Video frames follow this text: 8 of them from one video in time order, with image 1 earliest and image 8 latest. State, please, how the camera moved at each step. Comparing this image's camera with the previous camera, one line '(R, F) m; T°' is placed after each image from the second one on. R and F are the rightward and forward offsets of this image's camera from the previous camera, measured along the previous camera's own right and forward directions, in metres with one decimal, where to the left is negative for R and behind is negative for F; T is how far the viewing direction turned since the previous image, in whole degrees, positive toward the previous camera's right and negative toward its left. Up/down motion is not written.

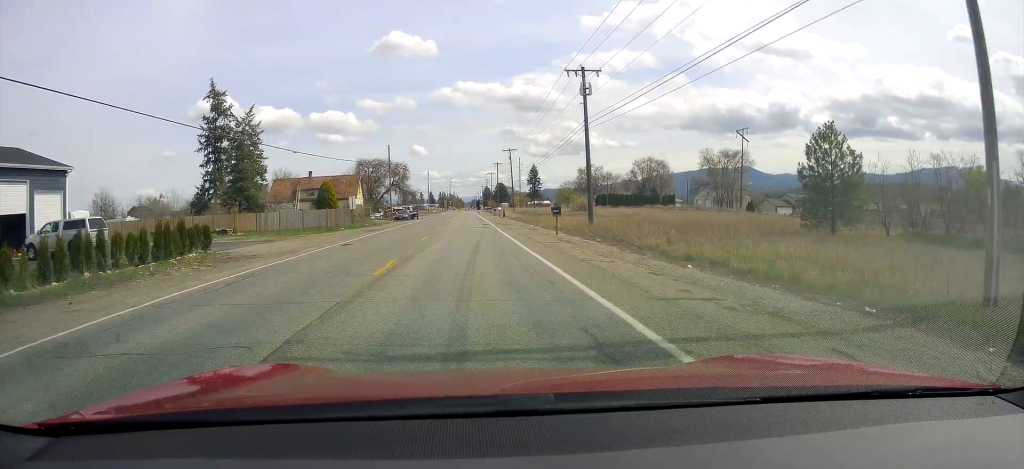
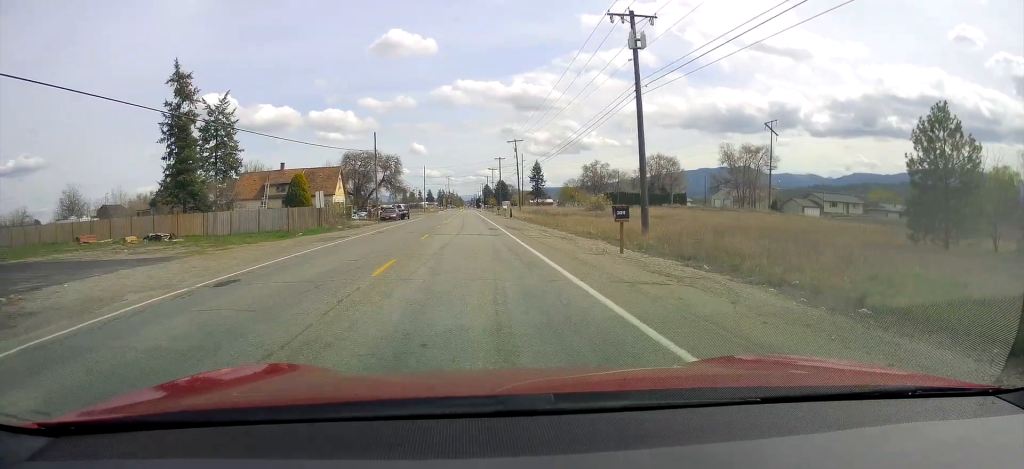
(0.0, +12.8) m; 0°
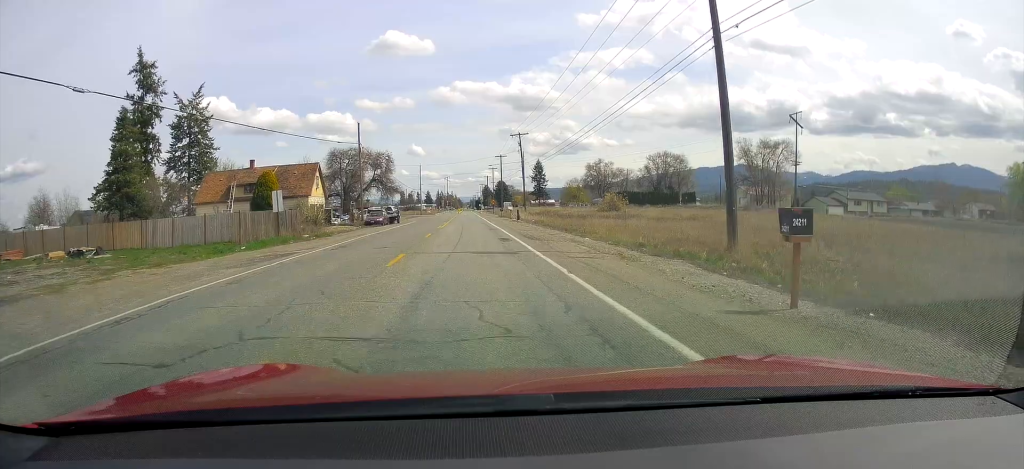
(0.0, +10.6) m; 0°
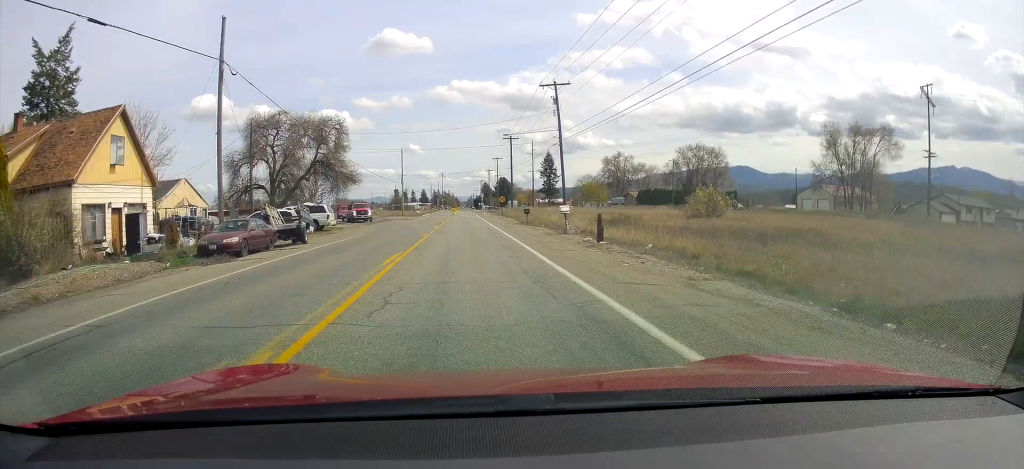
(+0.5, +36.1) m; +2°
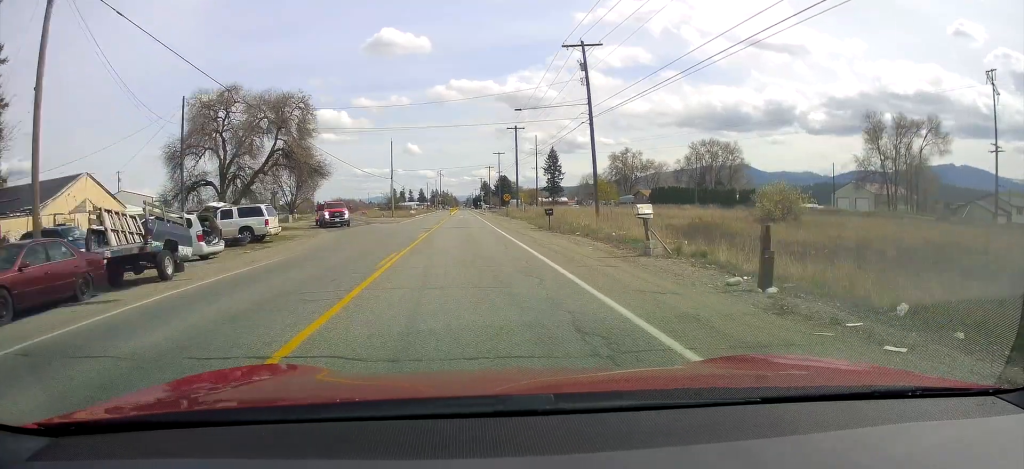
(+0.2, +12.6) m; 0°
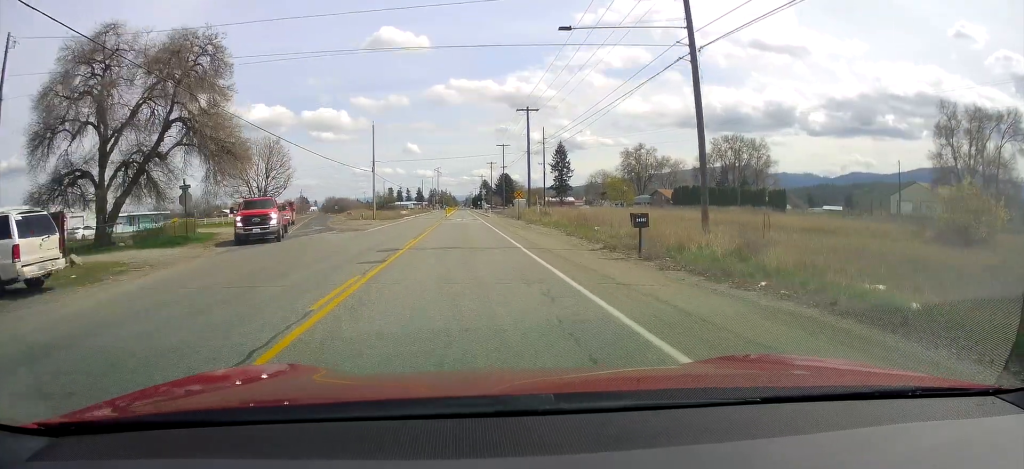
(-0.5, +18.2) m; -1°
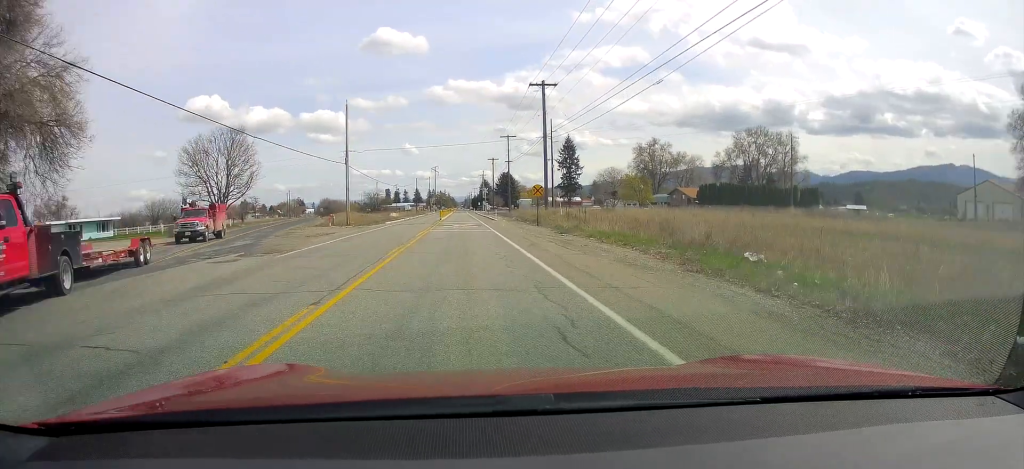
(+0.1, +16.1) m; +1°
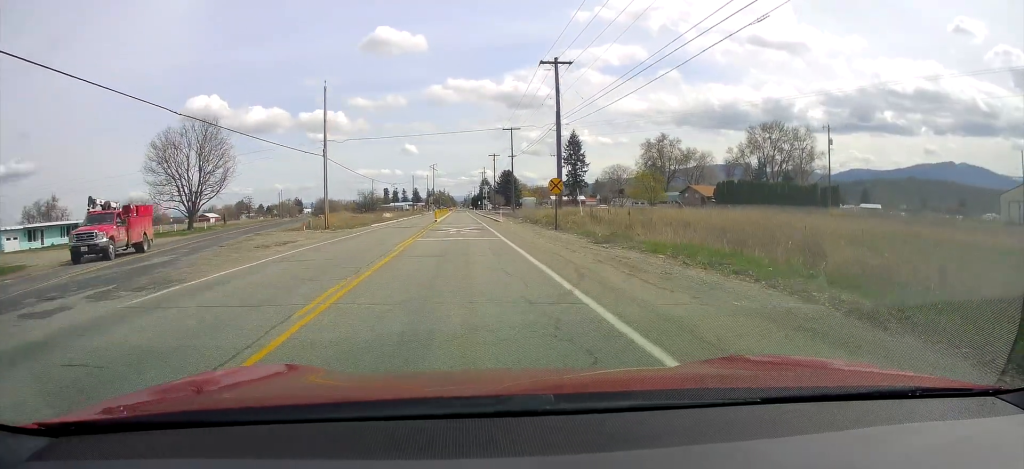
(+0.3, +9.0) m; 0°
